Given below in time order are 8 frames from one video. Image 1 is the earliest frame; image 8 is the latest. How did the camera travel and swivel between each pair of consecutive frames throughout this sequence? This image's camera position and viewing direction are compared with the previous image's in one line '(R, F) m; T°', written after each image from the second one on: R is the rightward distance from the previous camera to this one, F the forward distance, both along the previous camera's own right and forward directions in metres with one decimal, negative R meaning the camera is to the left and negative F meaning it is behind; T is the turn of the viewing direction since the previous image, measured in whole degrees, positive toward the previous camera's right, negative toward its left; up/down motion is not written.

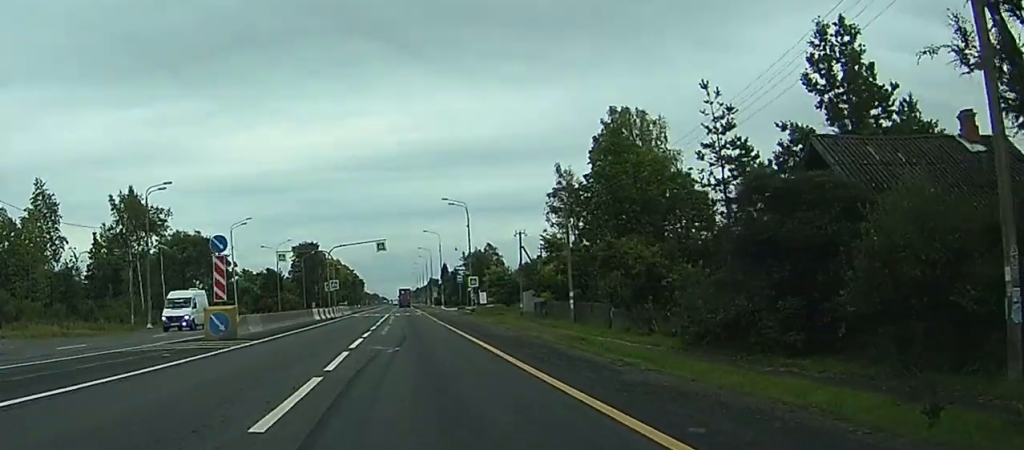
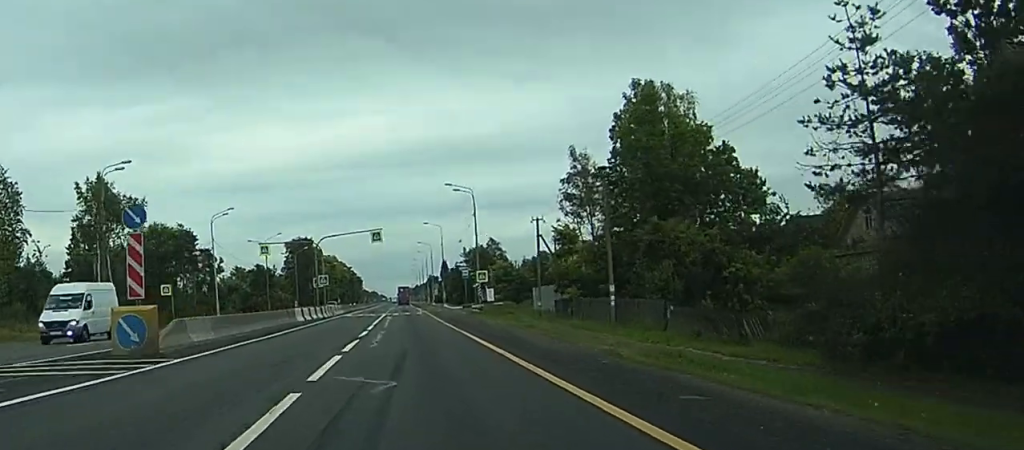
(-1.0, +11.0) m; -2°
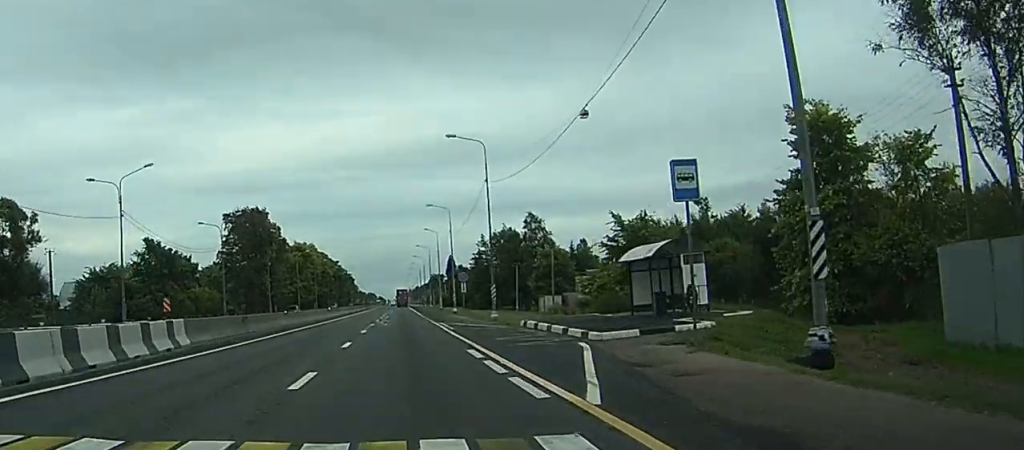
(+10.7, +68.5) m; +1°
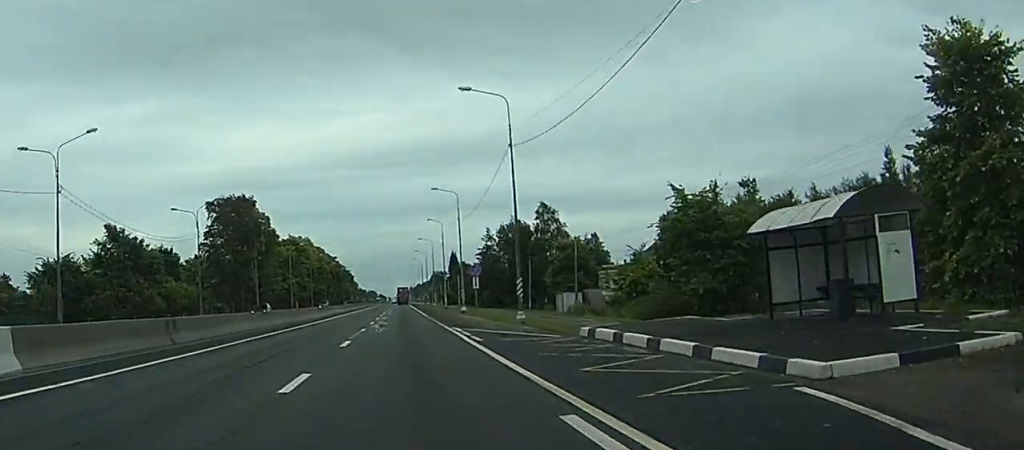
(-0.4, +13.3) m; 0°
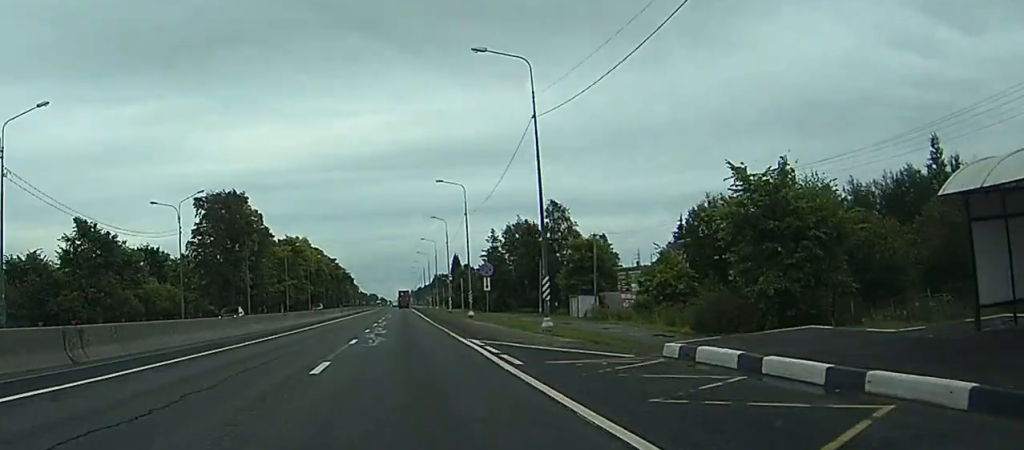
(+0.7, +8.4) m; +3°
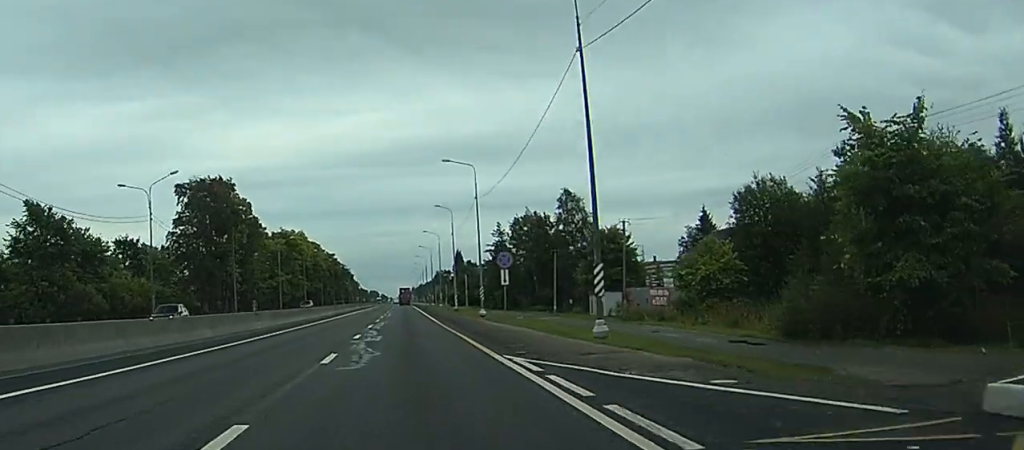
(+0.3, +10.4) m; +2°
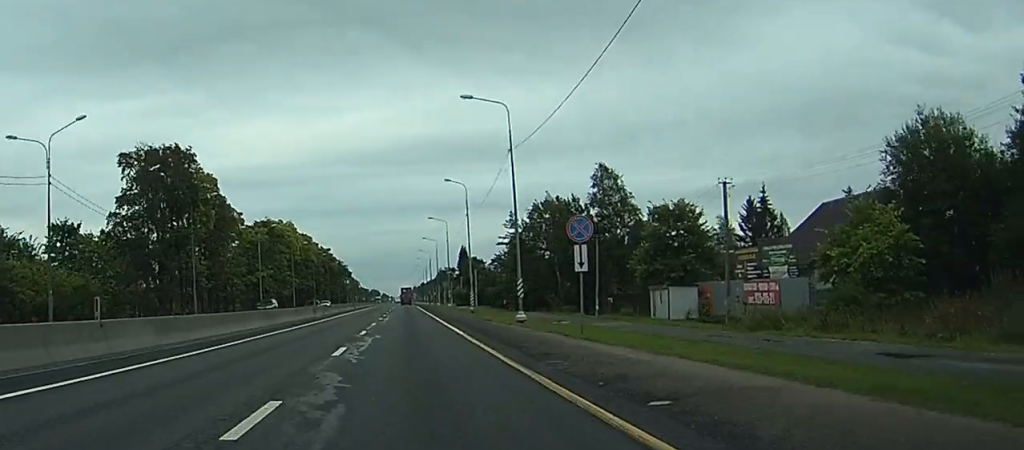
(+0.2, +22.0) m; +1°
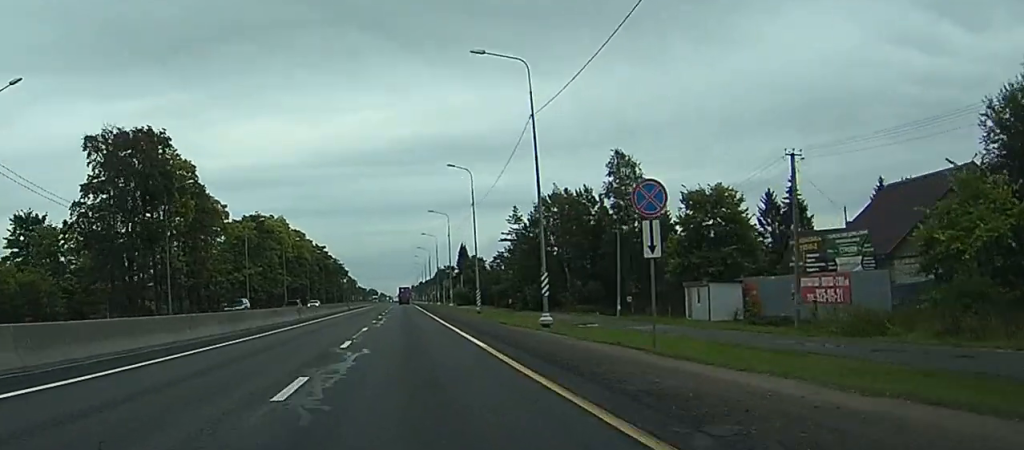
(+0.1, +8.9) m; 0°
